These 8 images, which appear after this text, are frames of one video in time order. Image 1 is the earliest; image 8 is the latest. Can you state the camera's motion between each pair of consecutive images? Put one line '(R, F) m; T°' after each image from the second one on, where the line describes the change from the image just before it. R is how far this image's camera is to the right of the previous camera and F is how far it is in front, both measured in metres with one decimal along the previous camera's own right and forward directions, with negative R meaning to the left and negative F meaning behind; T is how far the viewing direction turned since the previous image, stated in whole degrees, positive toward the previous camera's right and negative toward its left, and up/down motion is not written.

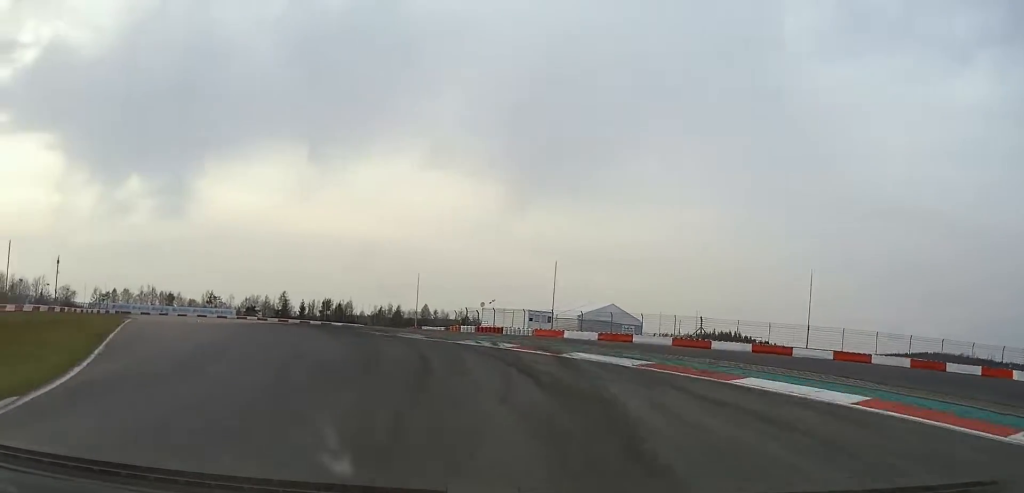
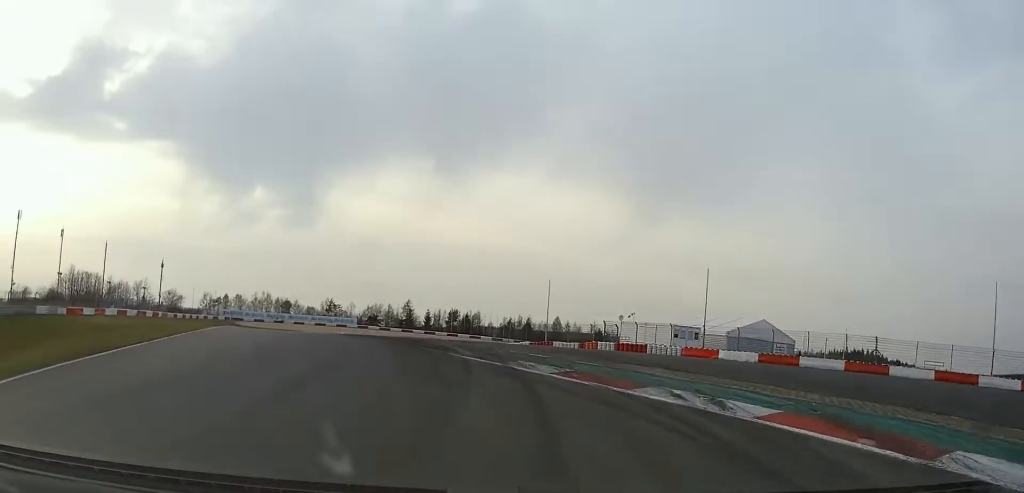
(-1.0, +11.7) m; -9°
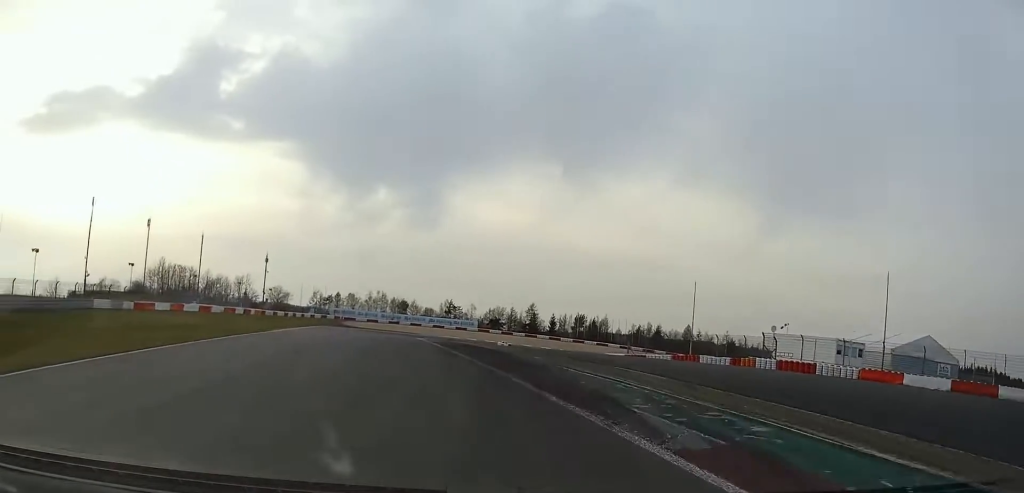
(-1.0, +13.0) m; -9°
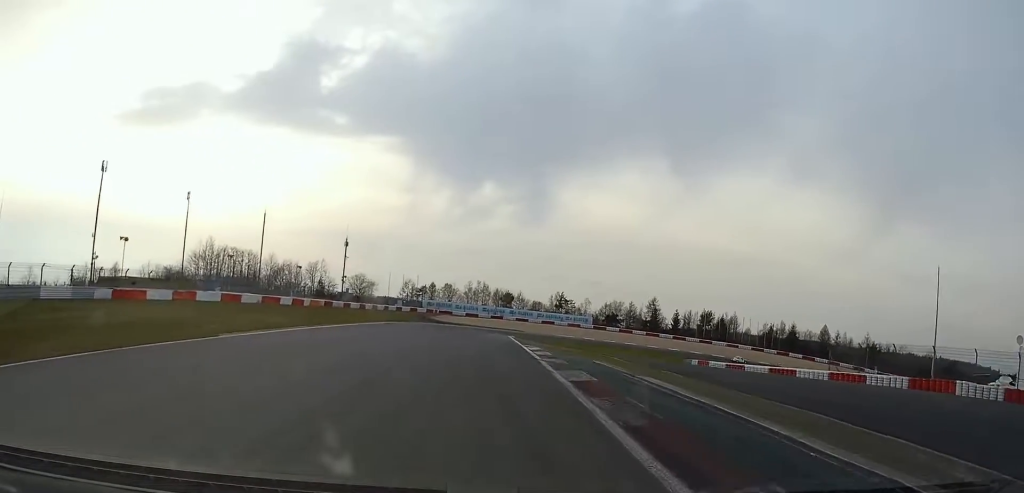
(-4.3, +28.6) m; -12°
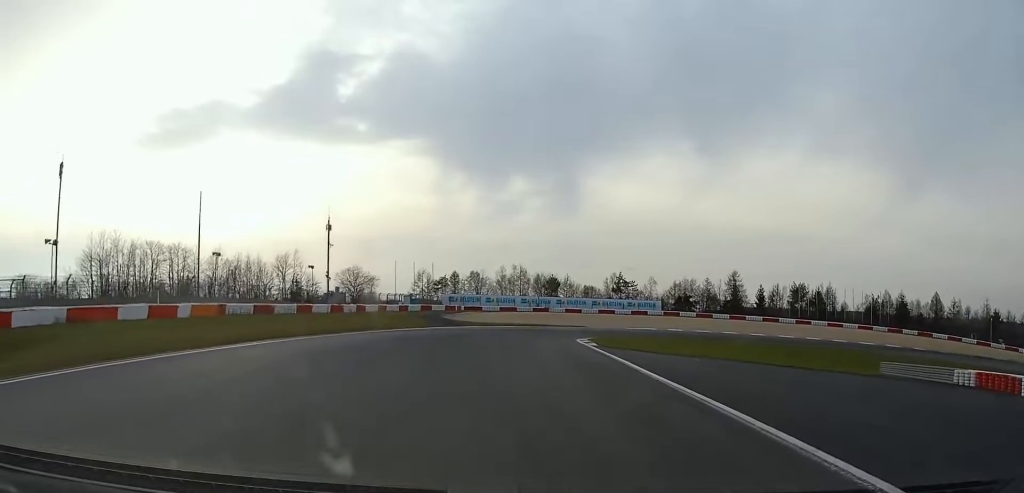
(-2.5, +45.0) m; -5°
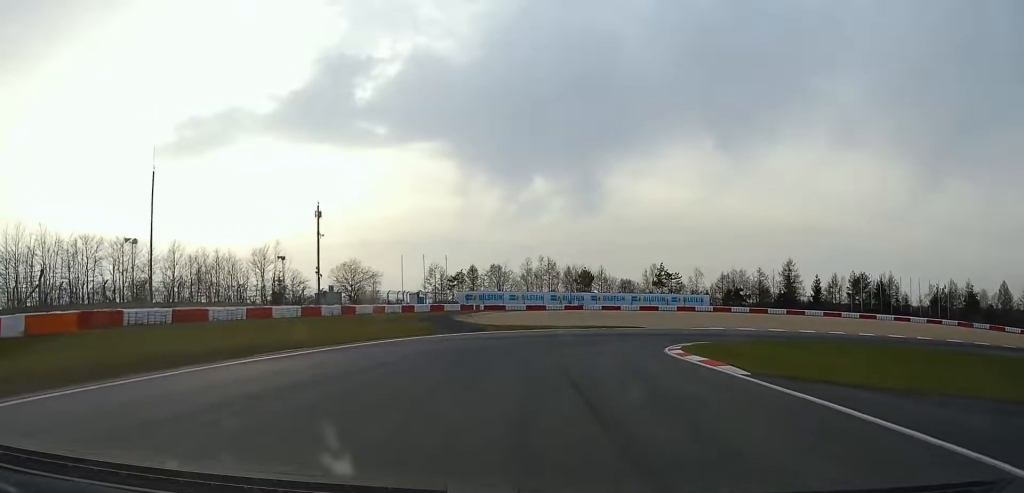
(-0.3, +22.0) m; +1°
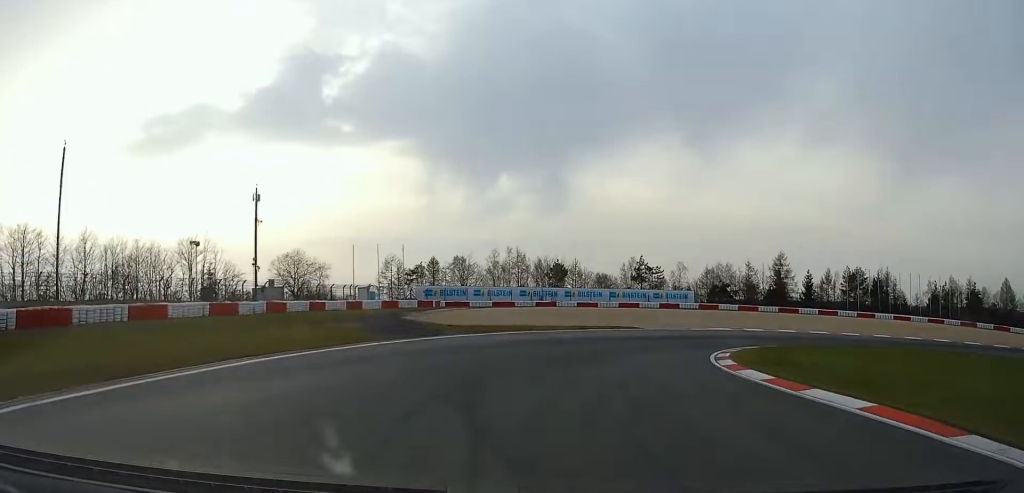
(+0.3, +14.5) m; +4°
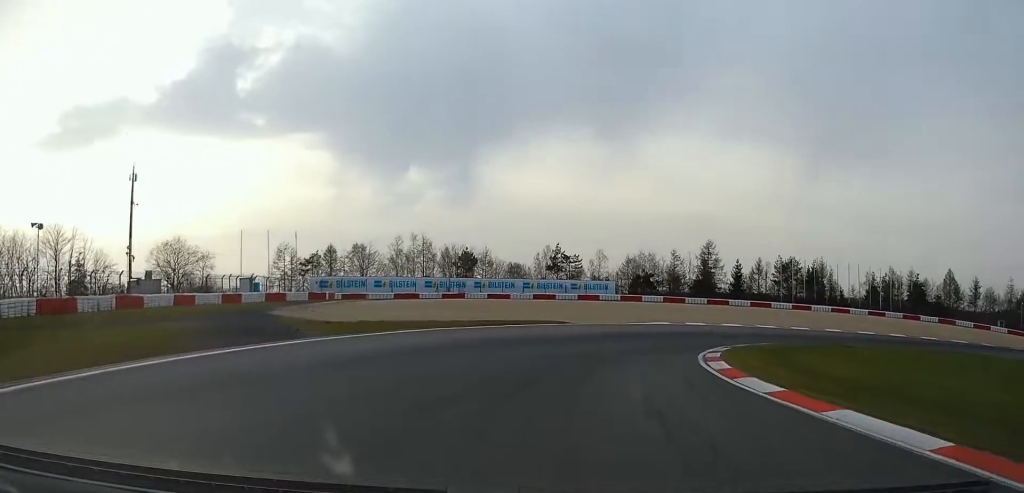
(0.0, +11.1) m; +4°
